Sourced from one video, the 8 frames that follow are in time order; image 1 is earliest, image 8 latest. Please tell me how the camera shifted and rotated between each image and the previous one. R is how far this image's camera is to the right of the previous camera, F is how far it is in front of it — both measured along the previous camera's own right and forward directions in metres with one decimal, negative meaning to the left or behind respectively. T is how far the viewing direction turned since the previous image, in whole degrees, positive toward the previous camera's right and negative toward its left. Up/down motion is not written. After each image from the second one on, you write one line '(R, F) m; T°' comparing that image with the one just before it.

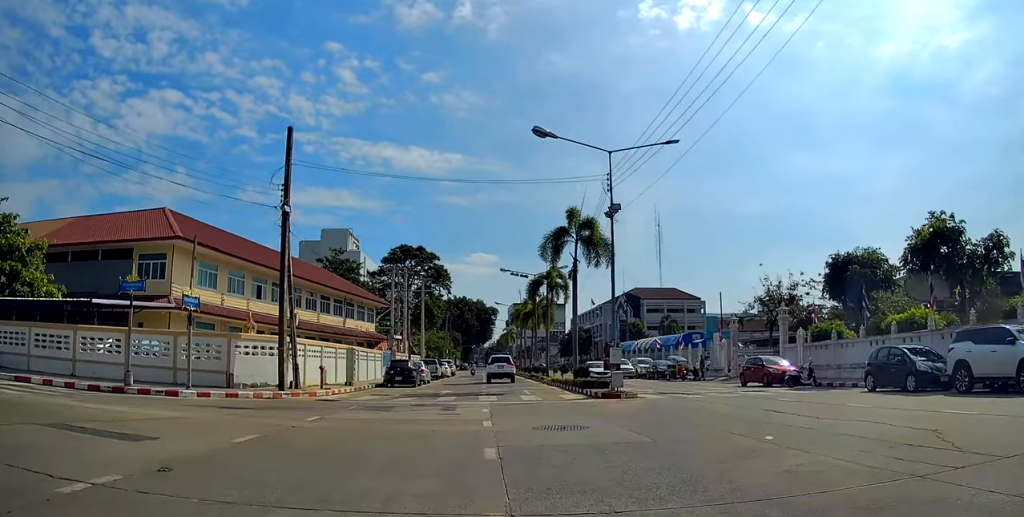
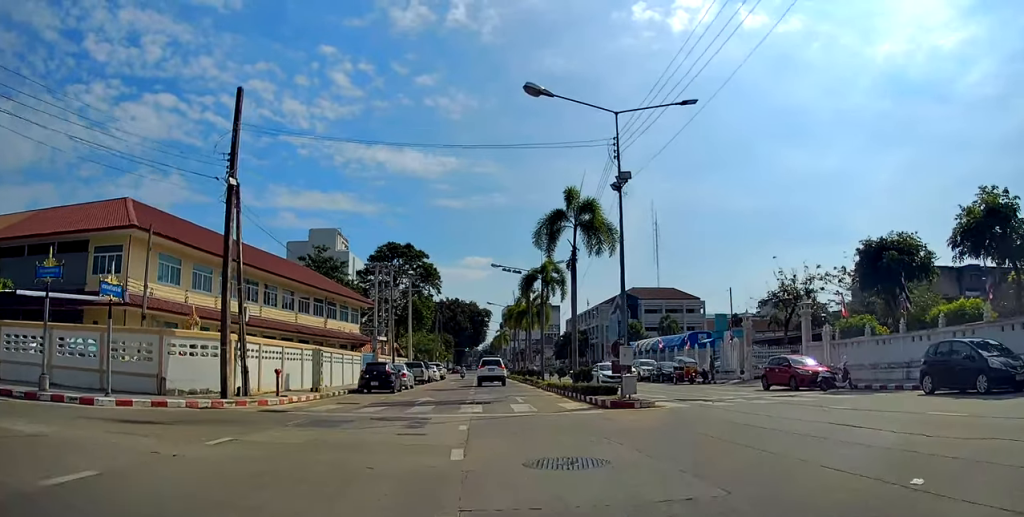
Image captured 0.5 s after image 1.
(+0.1, +4.1) m; -2°
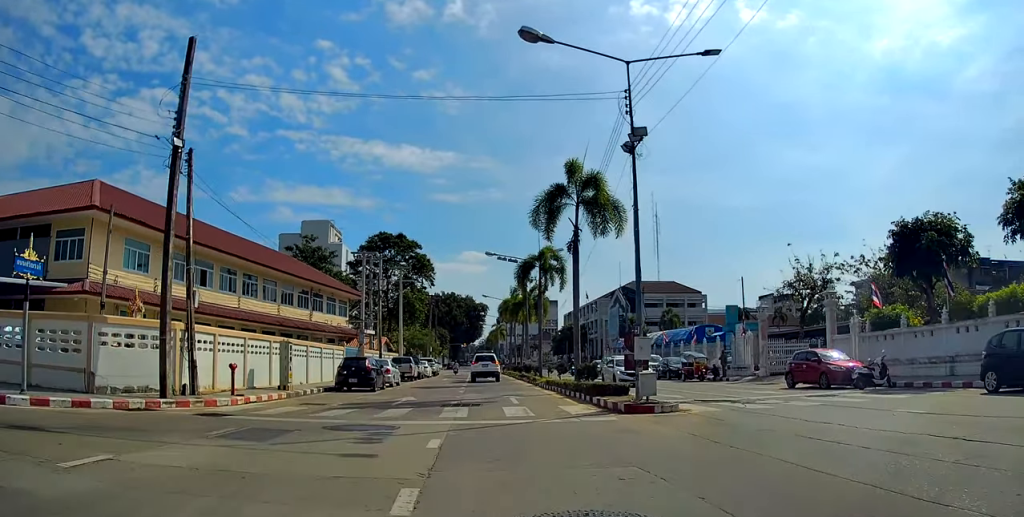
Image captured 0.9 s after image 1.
(-0.2, +3.4) m; -2°
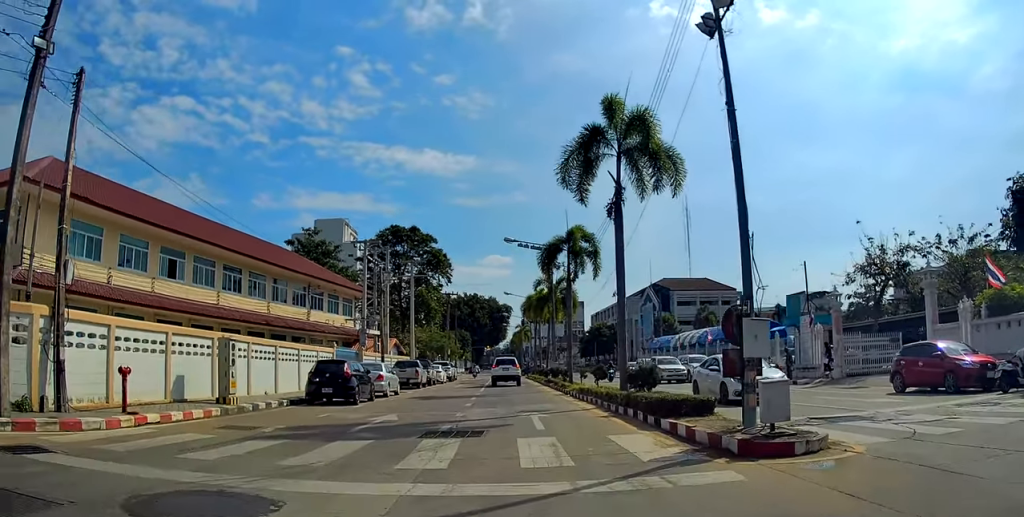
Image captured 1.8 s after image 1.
(-0.2, +6.9) m; -2°
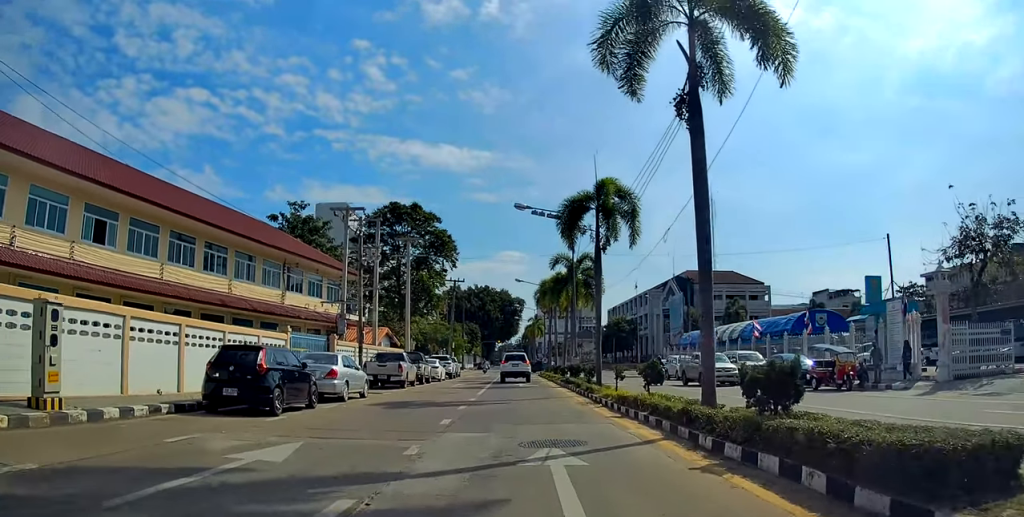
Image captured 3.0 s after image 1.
(-0.1, +8.2) m; -1°
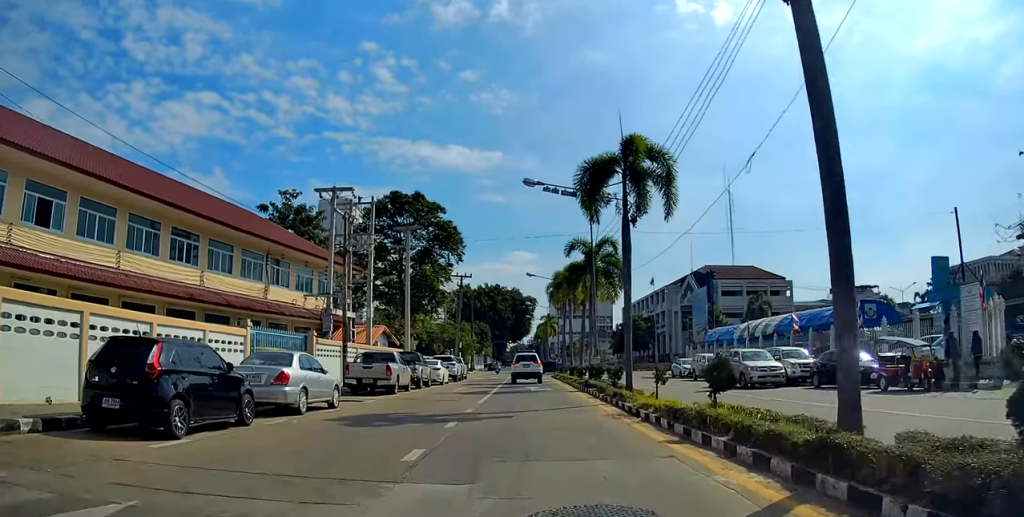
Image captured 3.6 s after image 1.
(-0.1, +4.6) m; -1°
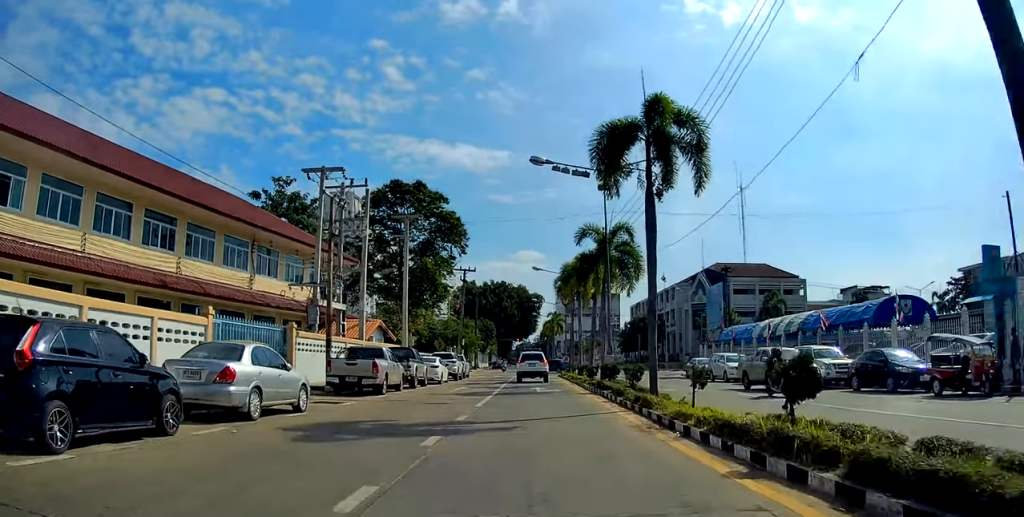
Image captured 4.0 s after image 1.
(0.0, +3.0) m; 0°
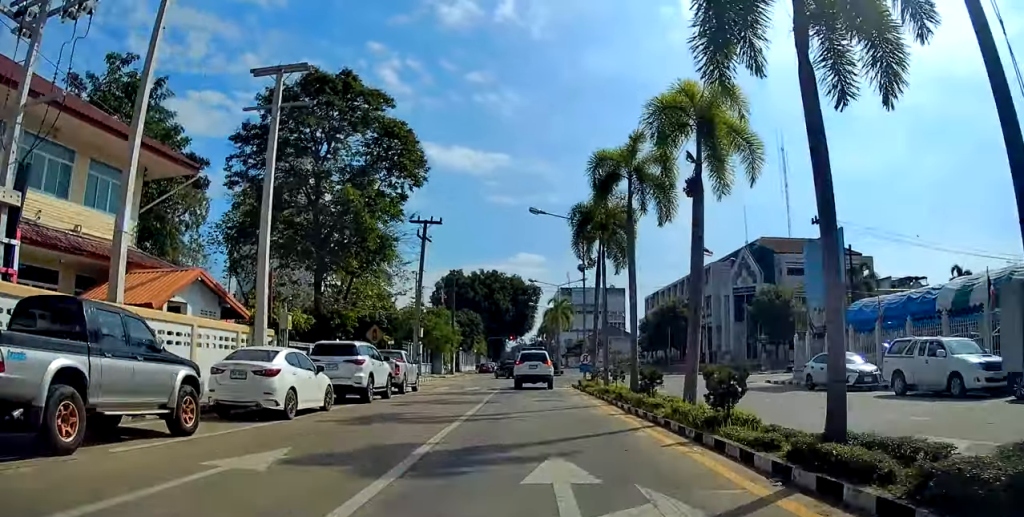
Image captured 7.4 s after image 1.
(+0.5, +22.6) m; 0°
